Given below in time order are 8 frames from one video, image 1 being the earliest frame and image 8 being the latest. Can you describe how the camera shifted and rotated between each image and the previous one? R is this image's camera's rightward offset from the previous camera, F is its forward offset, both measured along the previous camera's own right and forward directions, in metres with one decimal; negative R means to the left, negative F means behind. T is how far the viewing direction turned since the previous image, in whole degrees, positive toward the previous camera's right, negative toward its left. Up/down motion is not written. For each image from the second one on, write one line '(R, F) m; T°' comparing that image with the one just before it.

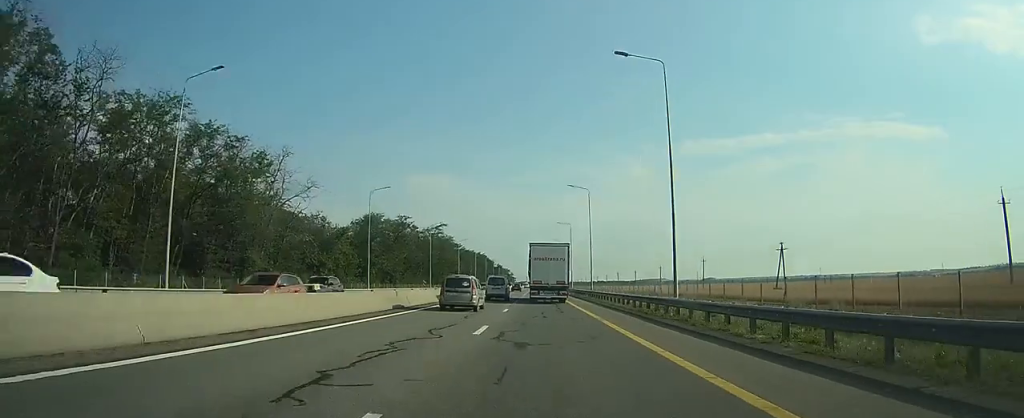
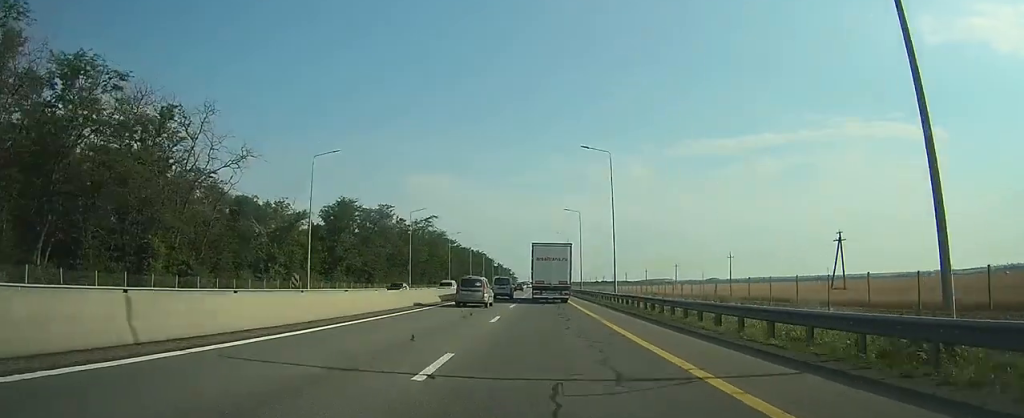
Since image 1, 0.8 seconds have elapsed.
(+0.1, +19.3) m; 0°
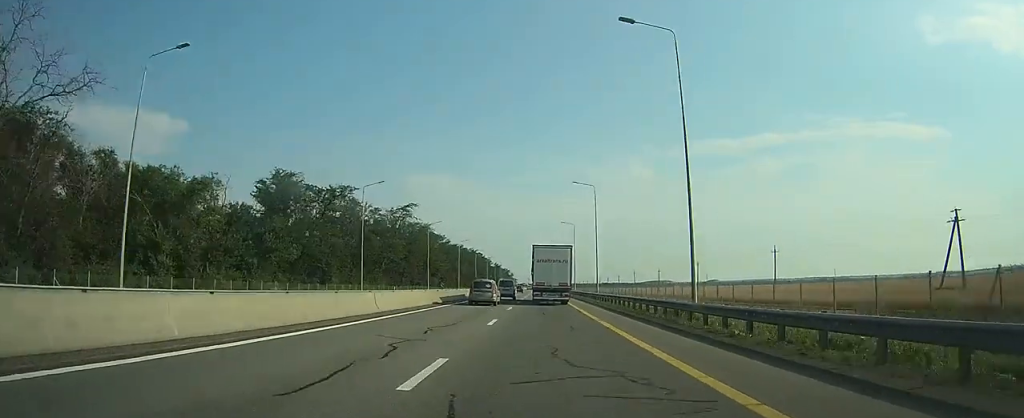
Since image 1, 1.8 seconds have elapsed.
(+0.1, +25.0) m; 0°
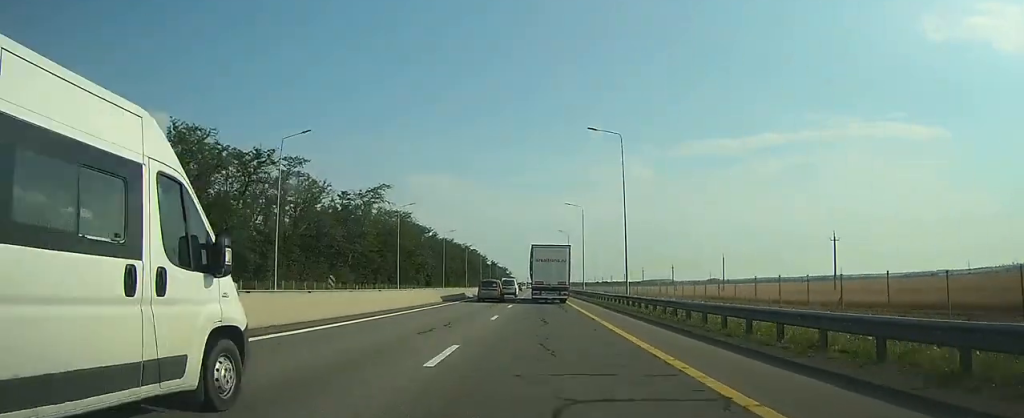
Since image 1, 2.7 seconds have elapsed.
(-0.1, +22.3) m; 0°
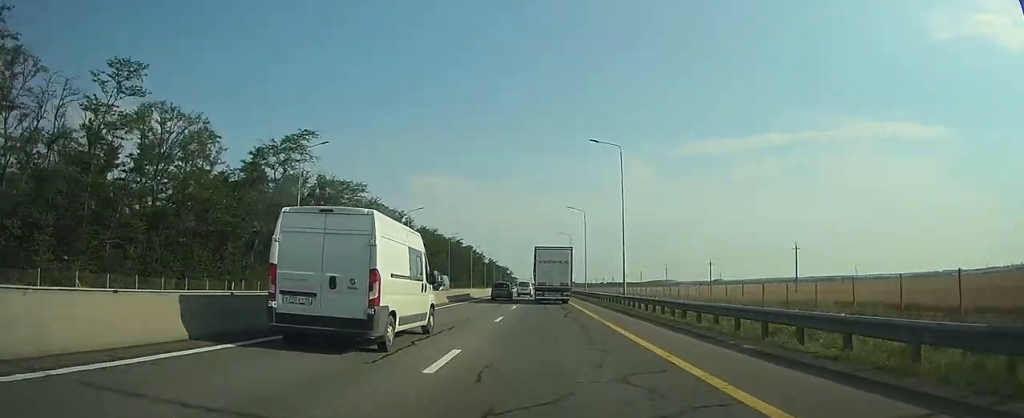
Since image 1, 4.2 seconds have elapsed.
(-0.3, +36.8) m; 0°
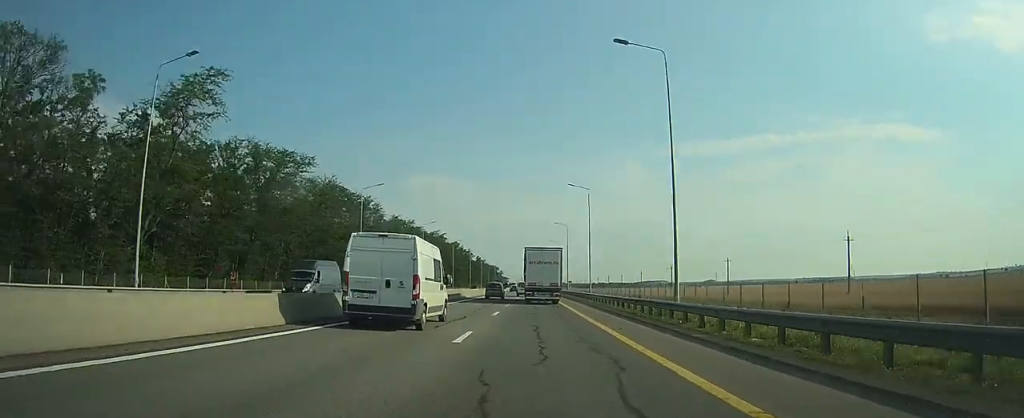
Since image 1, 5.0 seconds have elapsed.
(0.0, +19.5) m; 0°
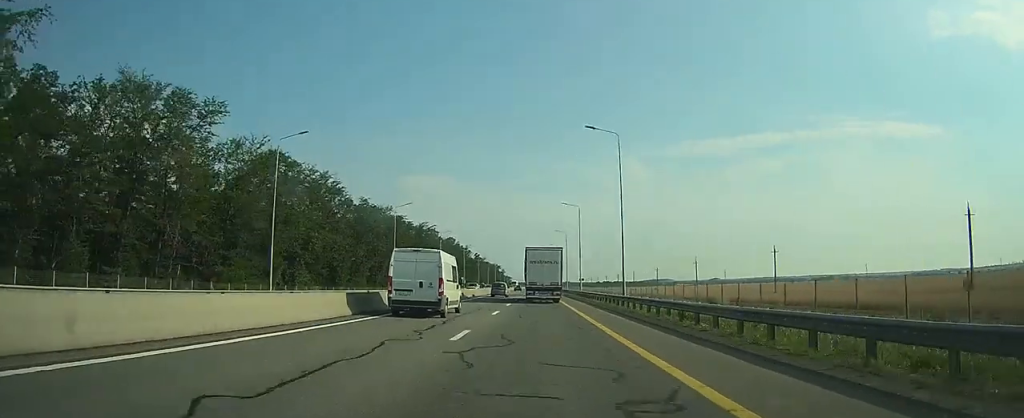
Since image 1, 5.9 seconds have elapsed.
(0.0, +23.5) m; 0°
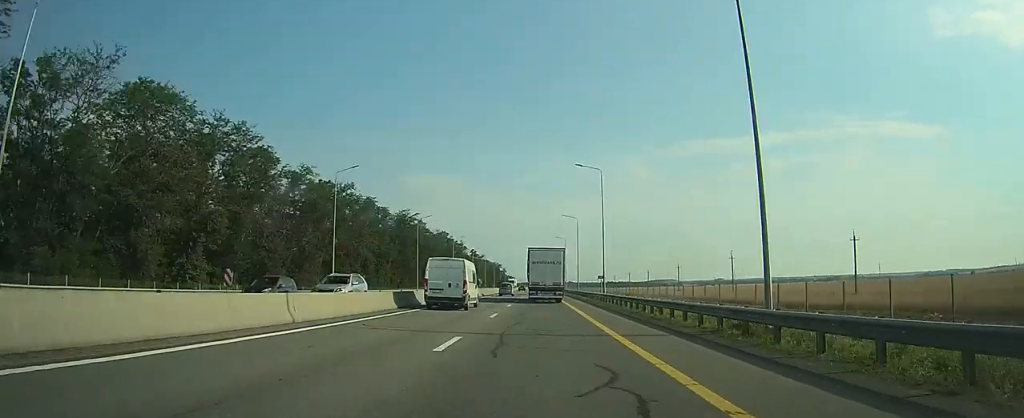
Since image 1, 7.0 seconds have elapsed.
(0.0, +25.9) m; 0°
